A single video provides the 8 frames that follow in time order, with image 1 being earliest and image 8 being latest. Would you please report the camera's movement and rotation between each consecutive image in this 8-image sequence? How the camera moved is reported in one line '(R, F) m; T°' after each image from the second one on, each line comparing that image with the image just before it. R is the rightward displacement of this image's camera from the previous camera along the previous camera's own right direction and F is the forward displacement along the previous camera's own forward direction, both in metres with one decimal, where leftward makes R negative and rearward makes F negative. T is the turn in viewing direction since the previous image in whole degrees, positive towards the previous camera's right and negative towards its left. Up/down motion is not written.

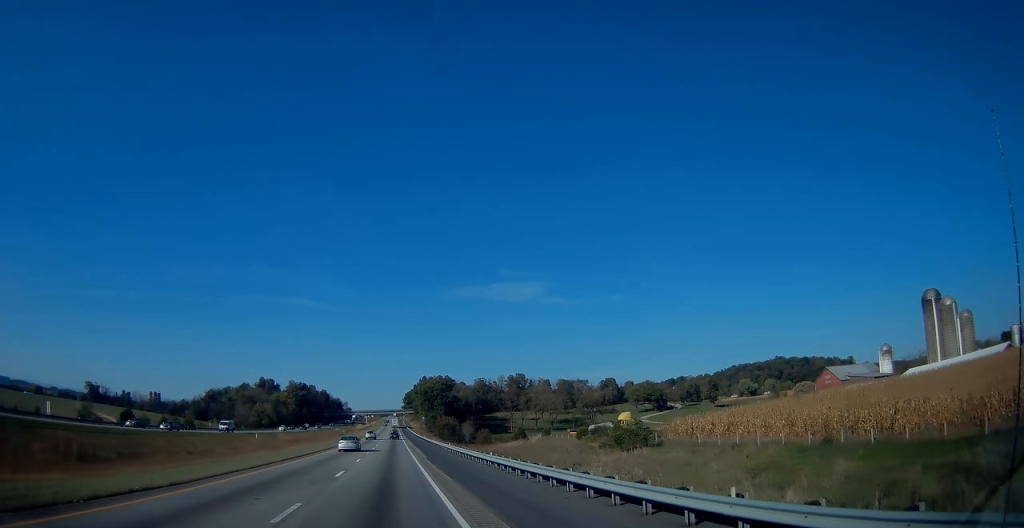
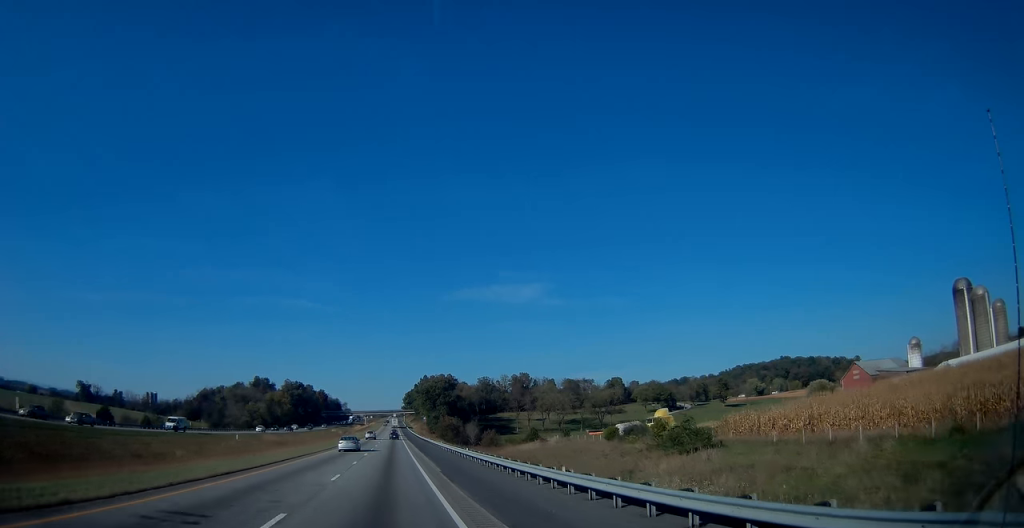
(0.0, +13.6) m; 0°
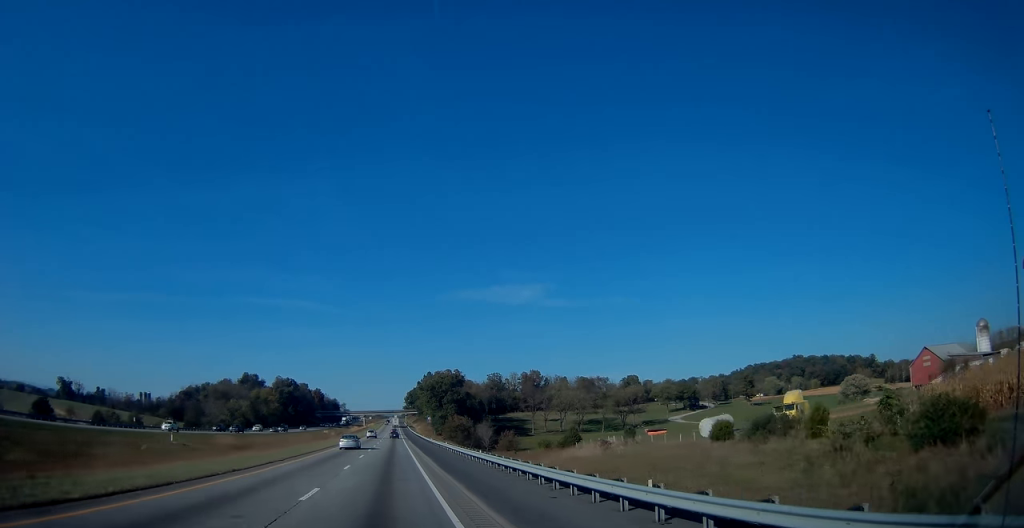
(0.0, +29.1) m; 0°
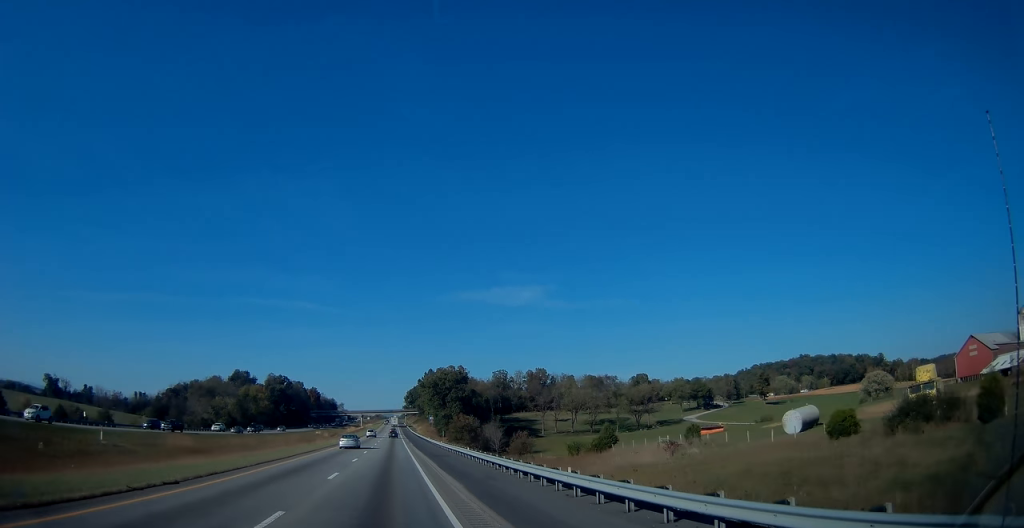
(0.0, +17.6) m; 0°
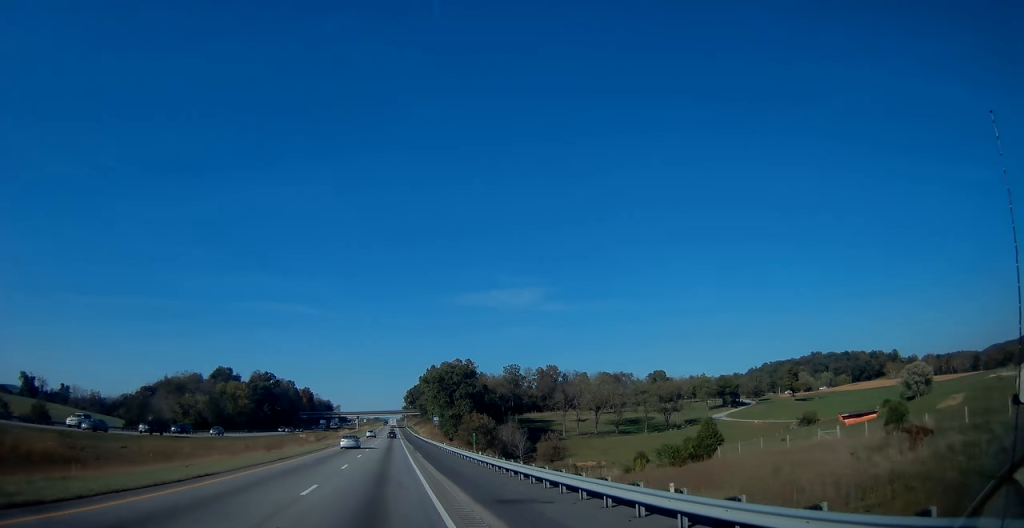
(0.0, +29.4) m; 0°
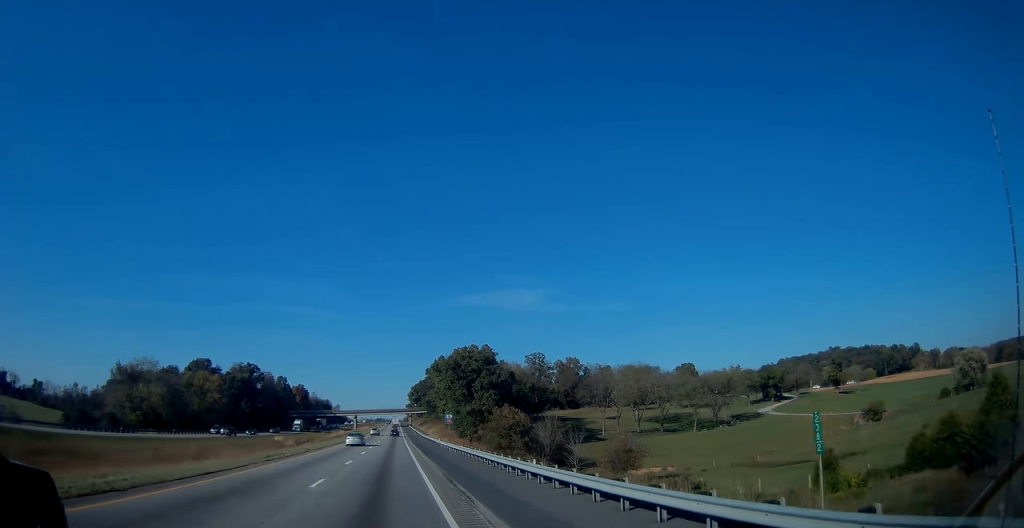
(-0.3, +35.4) m; 0°
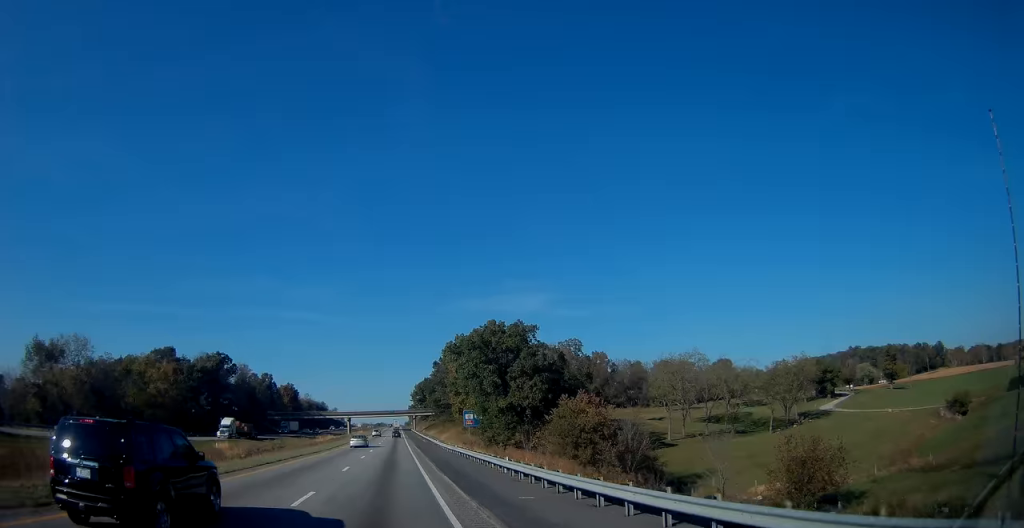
(+0.4, +40.2) m; +1°
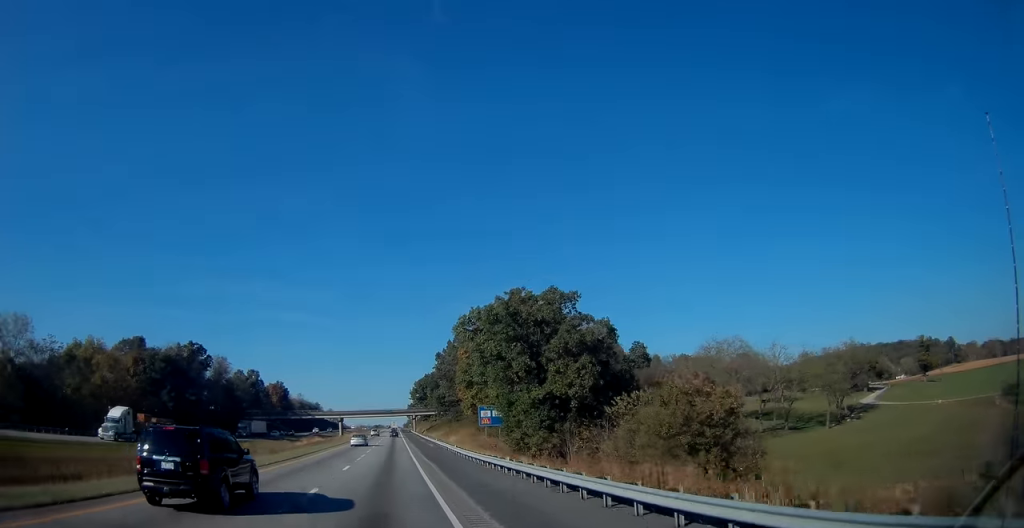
(0.0, +23.5) m; 0°
